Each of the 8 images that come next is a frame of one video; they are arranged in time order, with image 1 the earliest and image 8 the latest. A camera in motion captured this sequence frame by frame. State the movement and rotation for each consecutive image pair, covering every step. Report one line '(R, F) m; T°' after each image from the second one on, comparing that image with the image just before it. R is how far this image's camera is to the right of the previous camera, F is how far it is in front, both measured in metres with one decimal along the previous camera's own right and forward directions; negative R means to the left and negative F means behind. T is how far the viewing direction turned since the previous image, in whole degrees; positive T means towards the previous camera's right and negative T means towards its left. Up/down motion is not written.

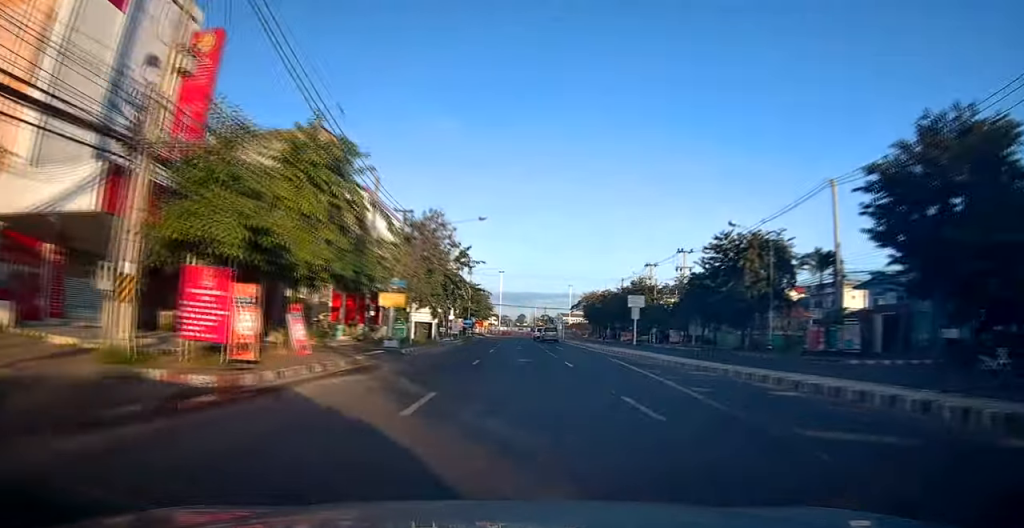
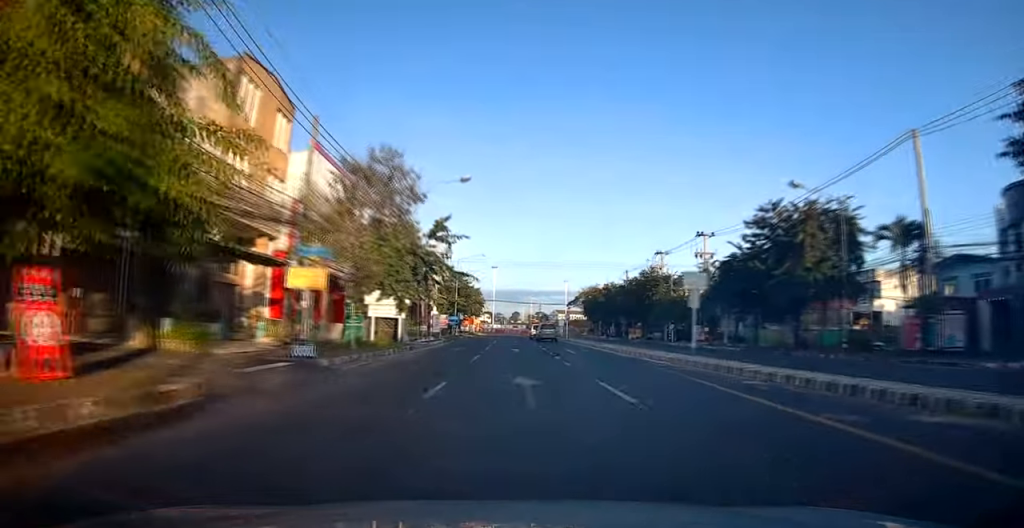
(+0.1, +10.7) m; +1°
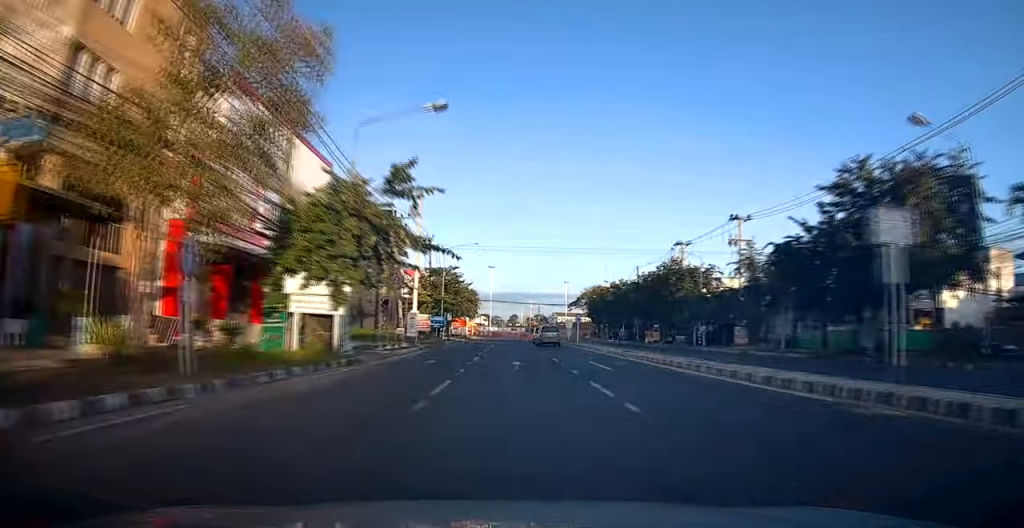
(+0.2, +11.1) m; +1°
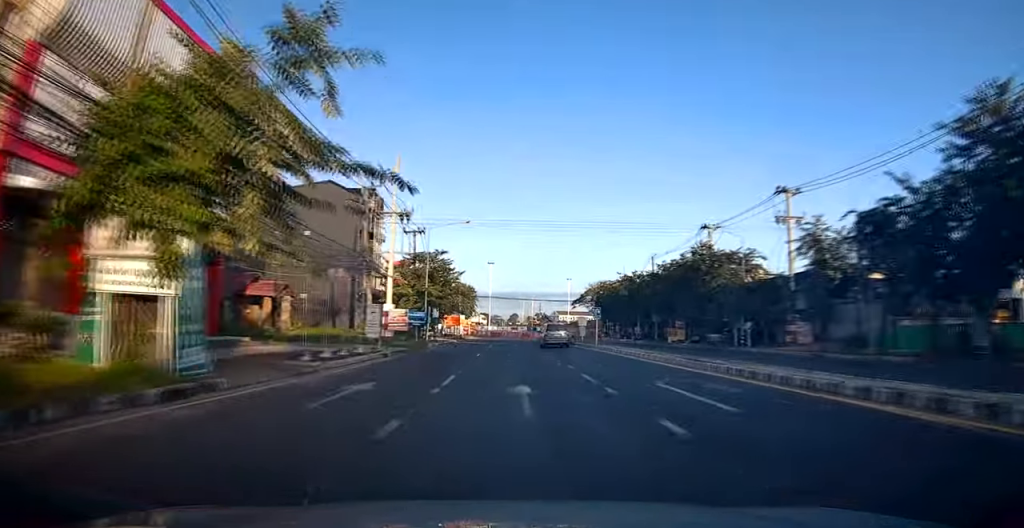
(-0.1, +10.2) m; 0°
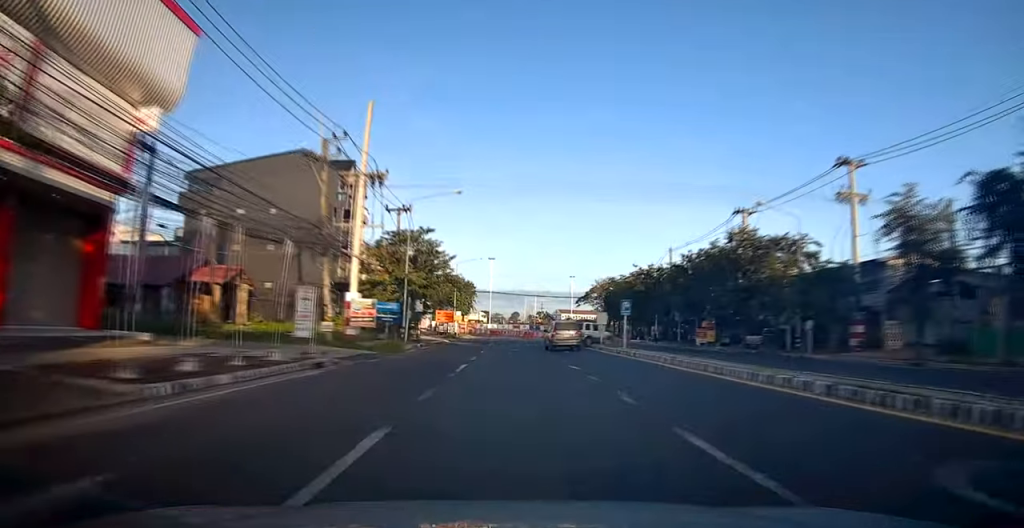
(0.0, +8.9) m; -1°
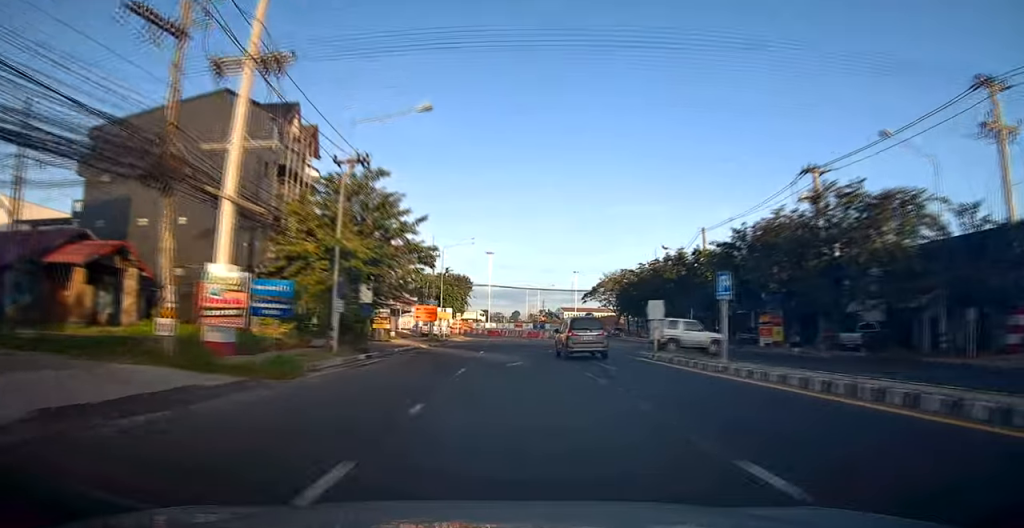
(-0.1, +13.9) m; -1°
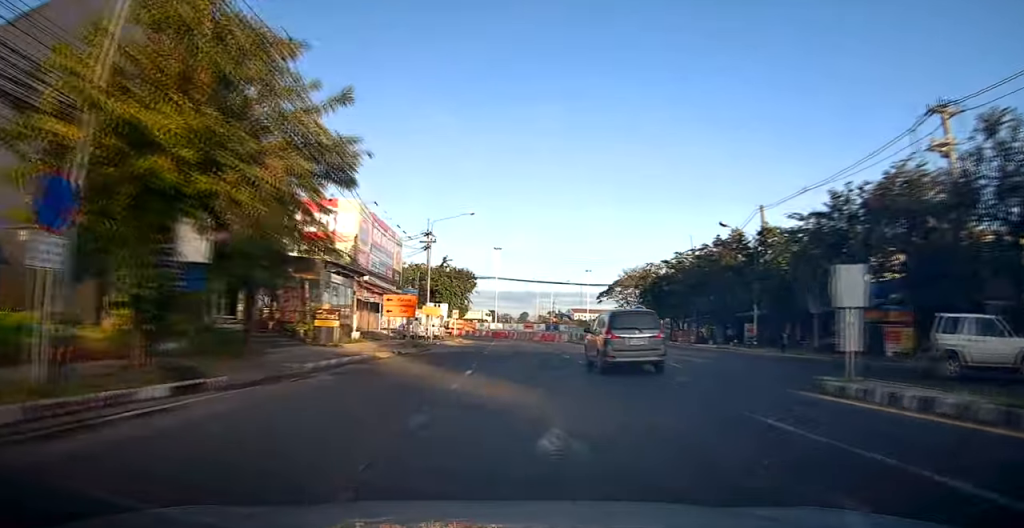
(-0.1, +14.0) m; 0°
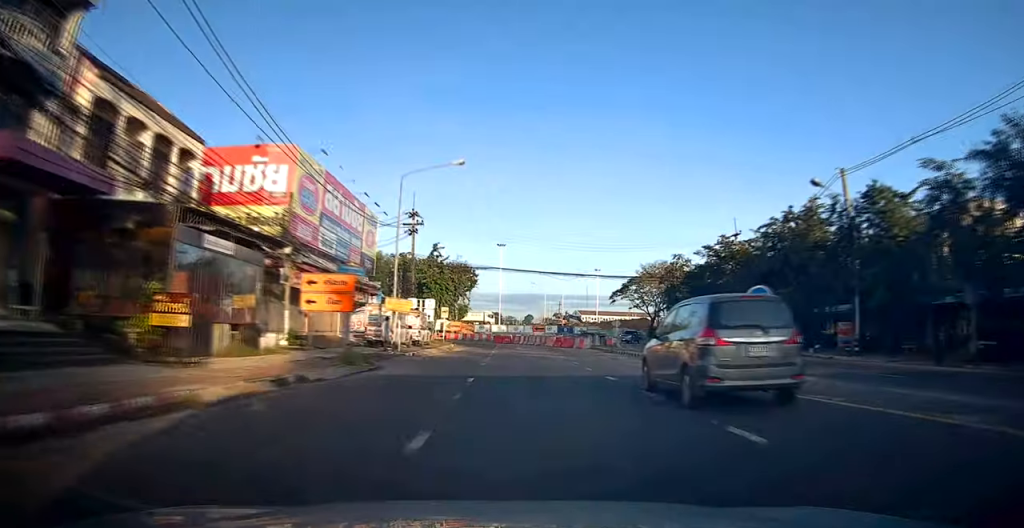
(+0.2, +13.3) m; +1°
